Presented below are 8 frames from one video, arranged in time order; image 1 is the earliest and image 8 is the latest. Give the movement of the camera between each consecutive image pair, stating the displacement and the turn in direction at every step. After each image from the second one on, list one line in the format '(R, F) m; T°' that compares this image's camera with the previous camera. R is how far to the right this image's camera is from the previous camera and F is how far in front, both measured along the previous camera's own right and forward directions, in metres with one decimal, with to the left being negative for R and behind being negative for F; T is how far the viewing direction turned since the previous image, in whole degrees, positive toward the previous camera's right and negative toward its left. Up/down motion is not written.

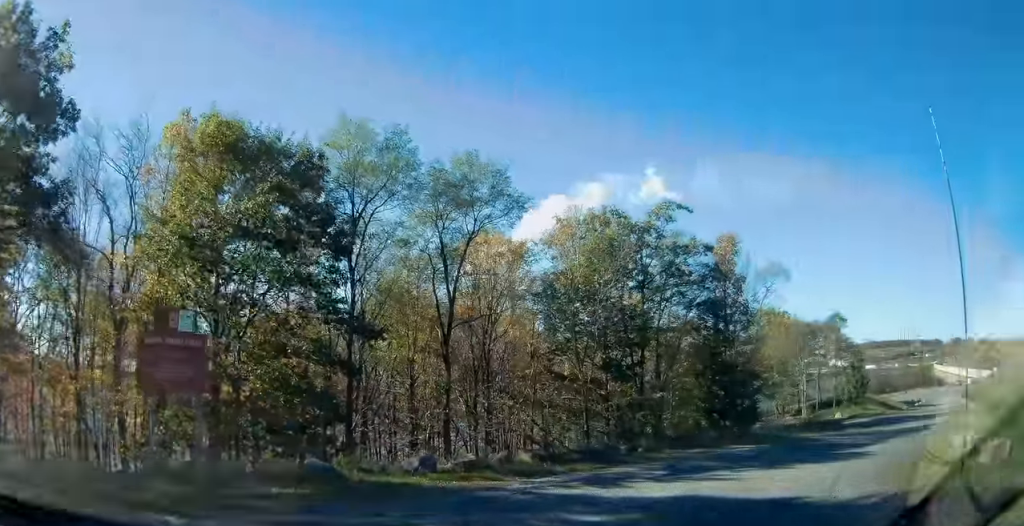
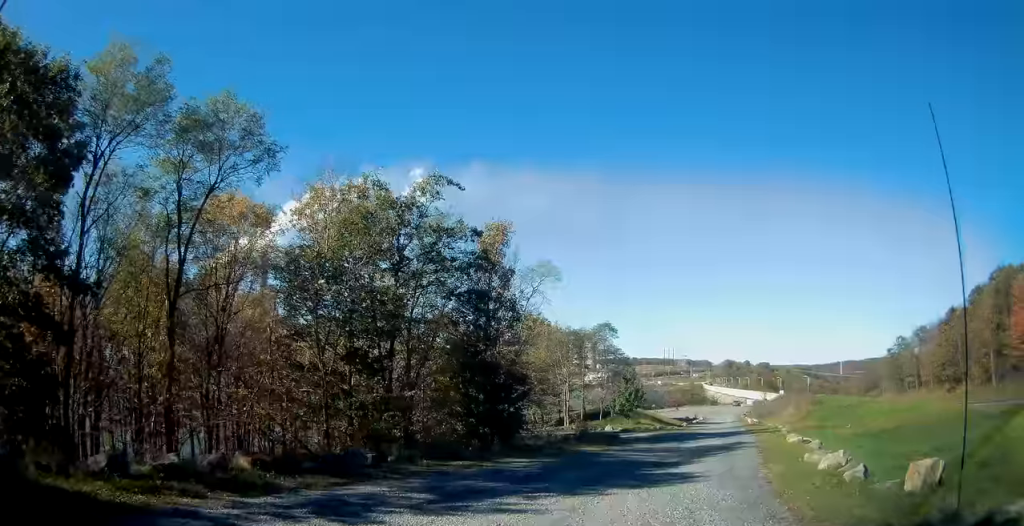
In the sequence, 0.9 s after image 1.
(+0.8, +4.2) m; +18°
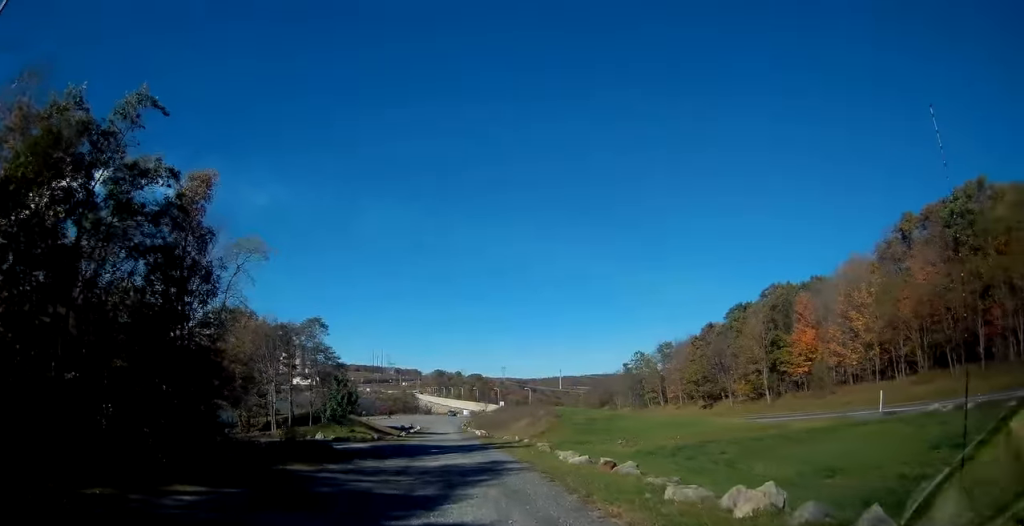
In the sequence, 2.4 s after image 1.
(+1.5, +7.3) m; +24°
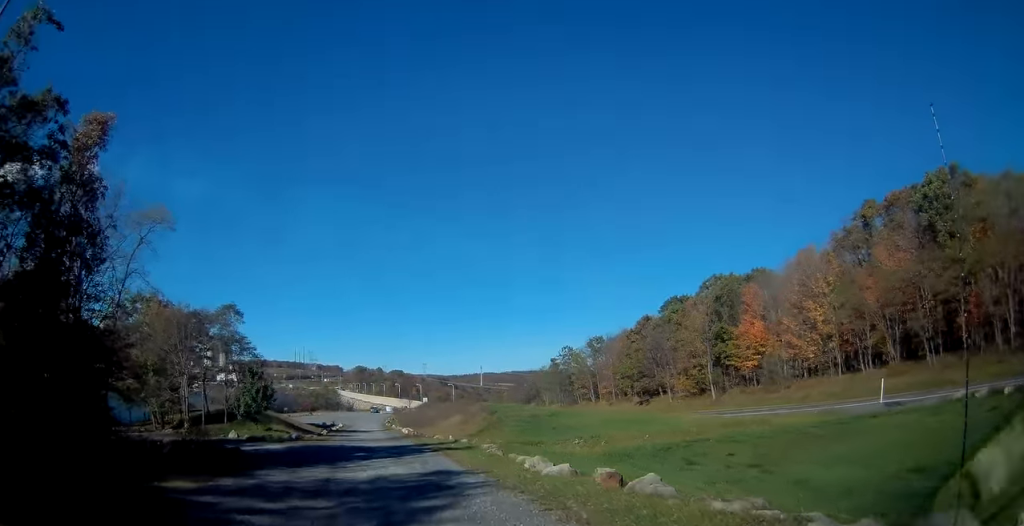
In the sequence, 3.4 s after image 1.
(+0.7, +5.7) m; +14°
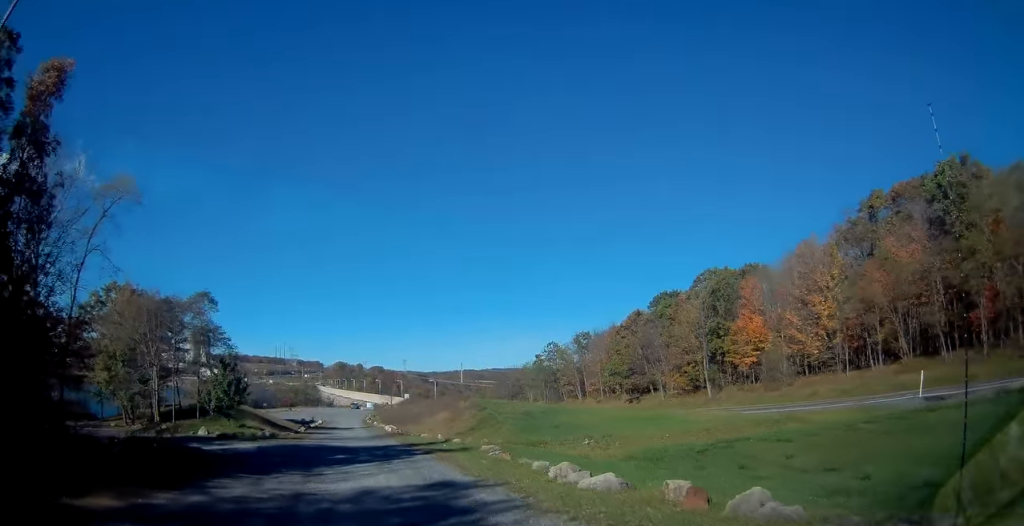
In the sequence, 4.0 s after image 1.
(+0.4, +3.9) m; +3°
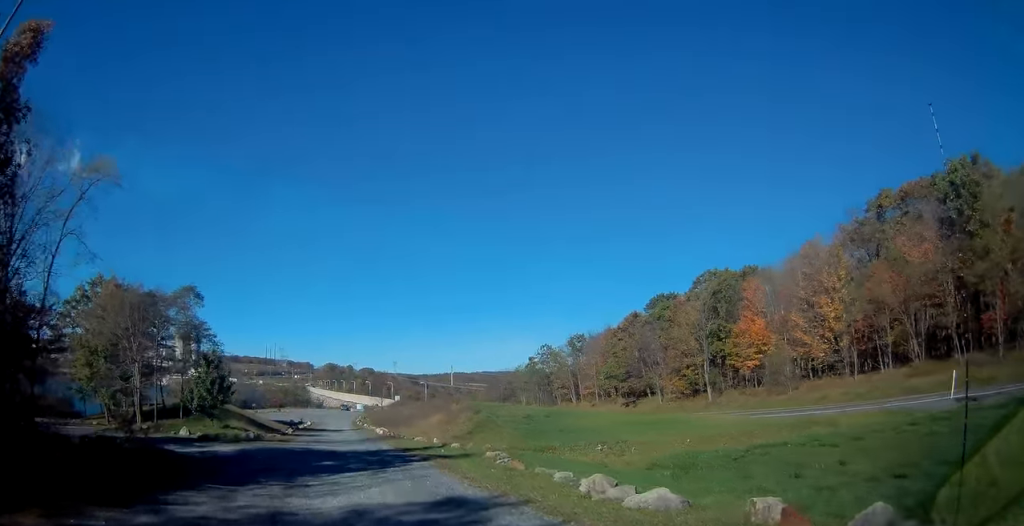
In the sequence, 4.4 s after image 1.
(+0.1, +2.5) m; +2°
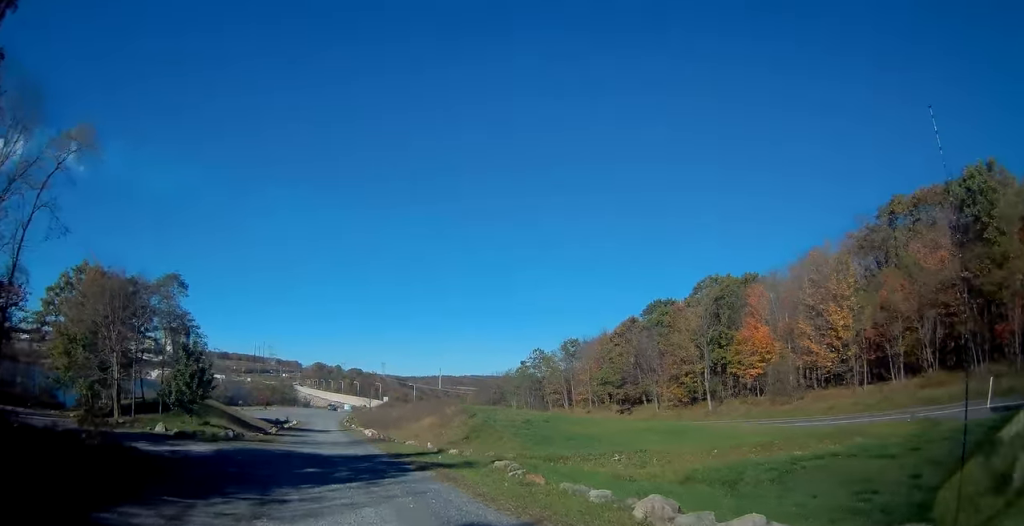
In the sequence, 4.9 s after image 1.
(-0.1, +2.8) m; +1°
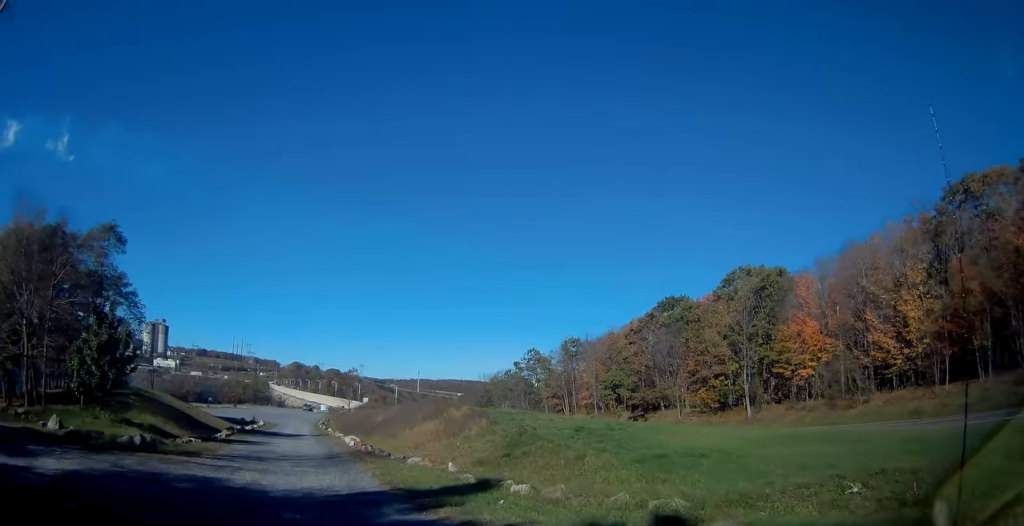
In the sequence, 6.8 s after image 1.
(+0.5, +13.6) m; +2°
